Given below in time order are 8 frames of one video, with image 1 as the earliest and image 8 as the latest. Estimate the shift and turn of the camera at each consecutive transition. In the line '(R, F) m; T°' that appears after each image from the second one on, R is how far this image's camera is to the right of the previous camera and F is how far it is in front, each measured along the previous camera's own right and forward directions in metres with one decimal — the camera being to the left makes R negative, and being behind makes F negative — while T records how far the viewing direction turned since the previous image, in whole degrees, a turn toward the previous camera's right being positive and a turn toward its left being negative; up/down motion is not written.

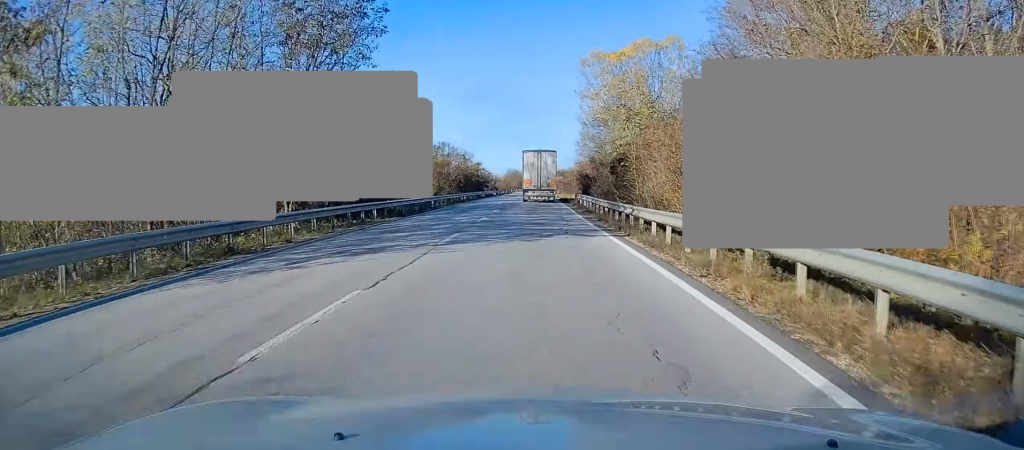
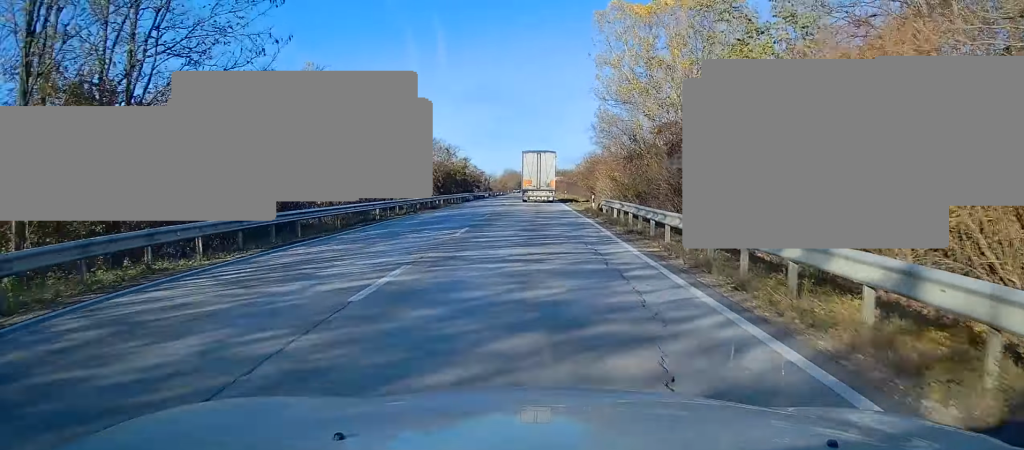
(-0.2, +15.4) m; 0°
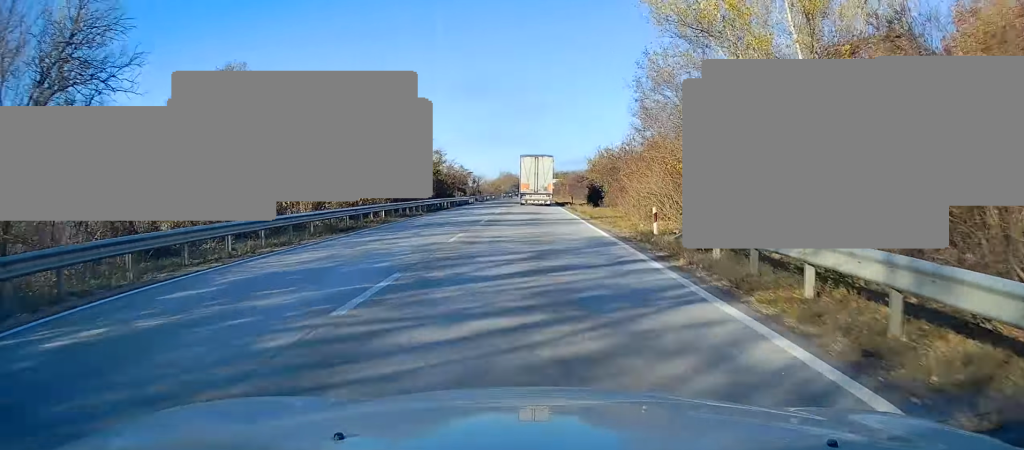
(+0.4, +18.5) m; +1°
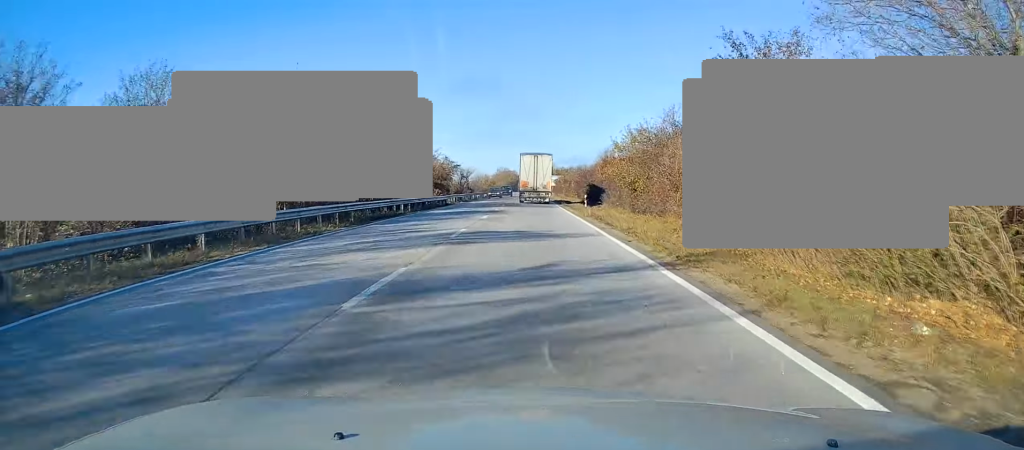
(0.0, +17.2) m; 0°
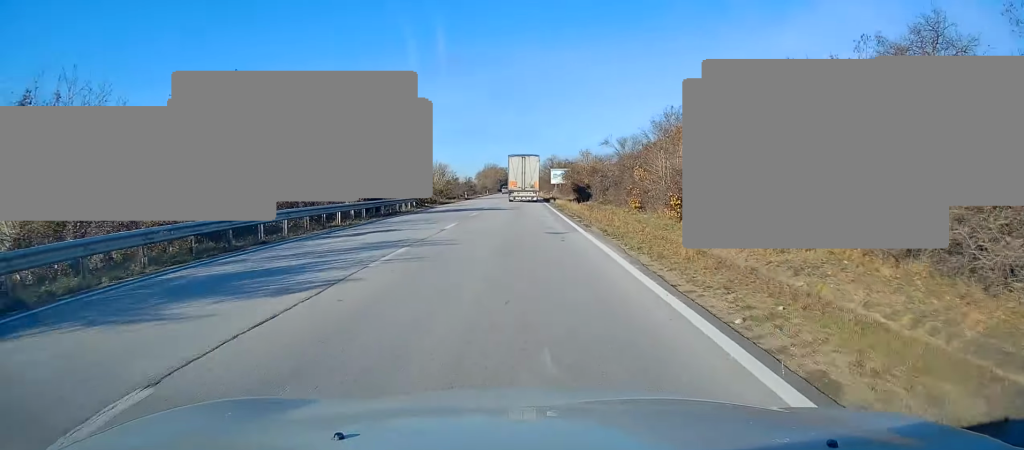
(0.0, +59.6) m; 0°
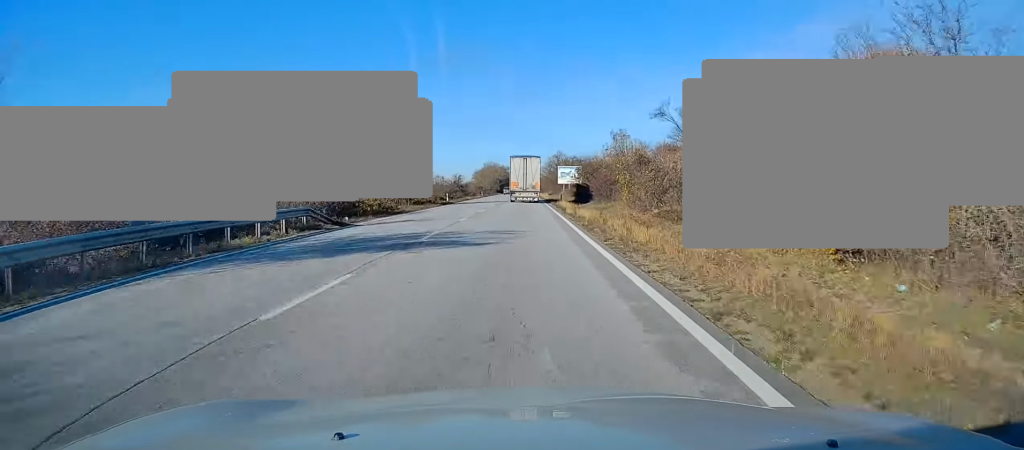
(0.0, +21.8) m; 0°
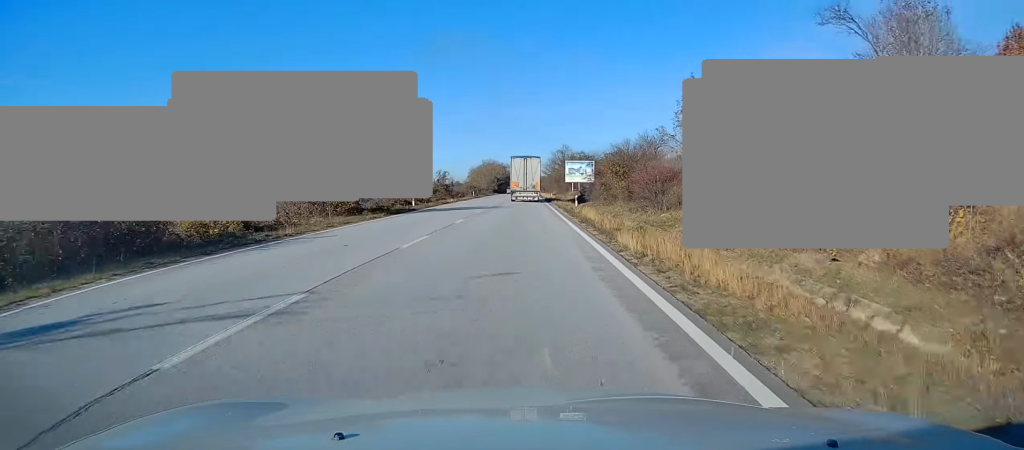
(0.0, +19.6) m; 0°
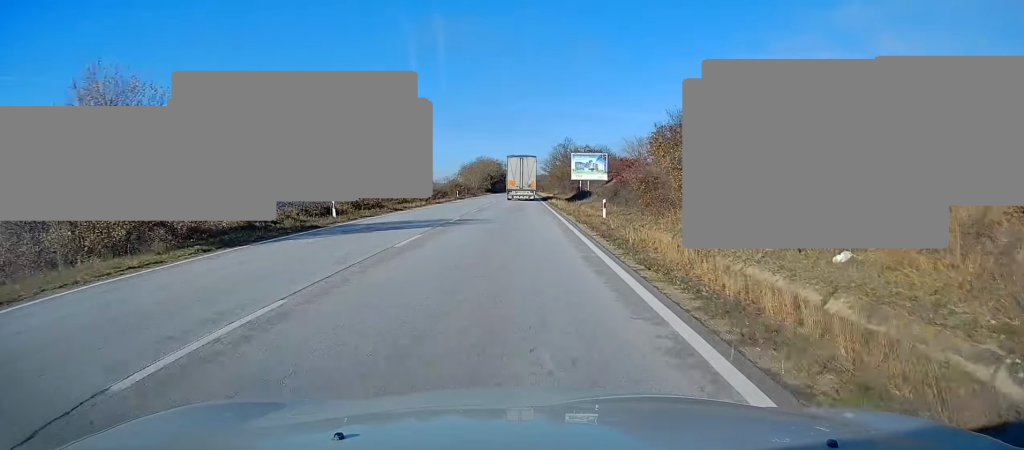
(0.0, +18.1) m; 0°
